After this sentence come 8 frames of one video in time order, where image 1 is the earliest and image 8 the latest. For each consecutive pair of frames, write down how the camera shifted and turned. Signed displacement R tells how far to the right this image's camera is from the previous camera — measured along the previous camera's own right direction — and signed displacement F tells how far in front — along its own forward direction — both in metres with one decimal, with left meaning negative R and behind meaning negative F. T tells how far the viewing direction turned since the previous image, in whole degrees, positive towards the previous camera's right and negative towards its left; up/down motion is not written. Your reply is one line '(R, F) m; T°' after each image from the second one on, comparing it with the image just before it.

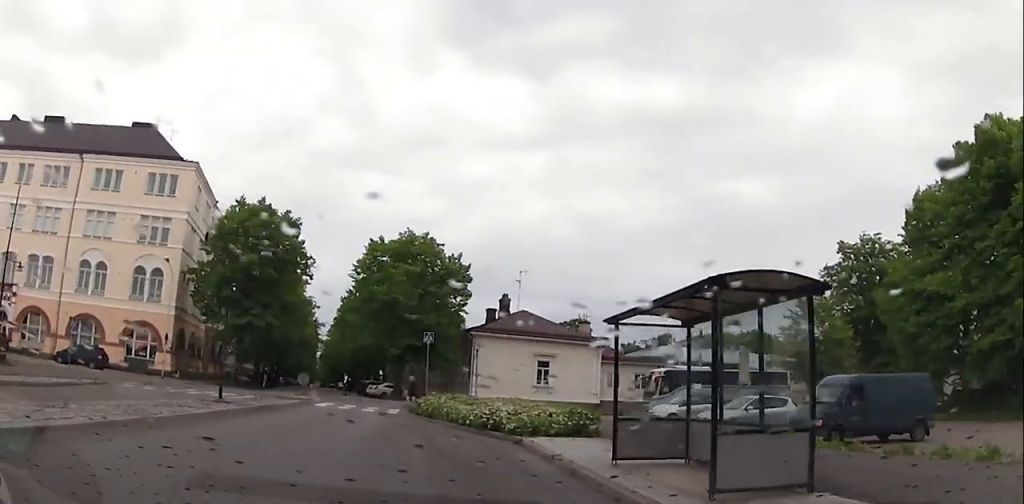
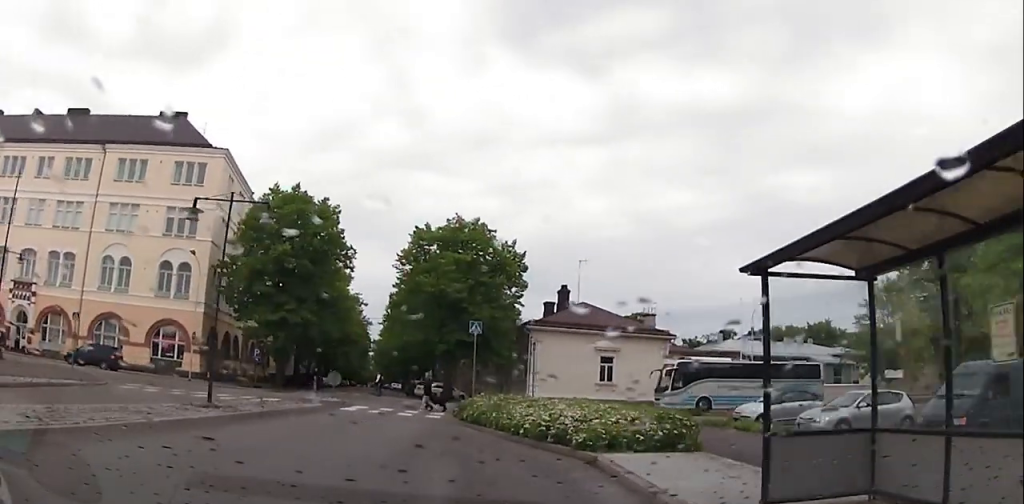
(+0.1, +4.6) m; 0°
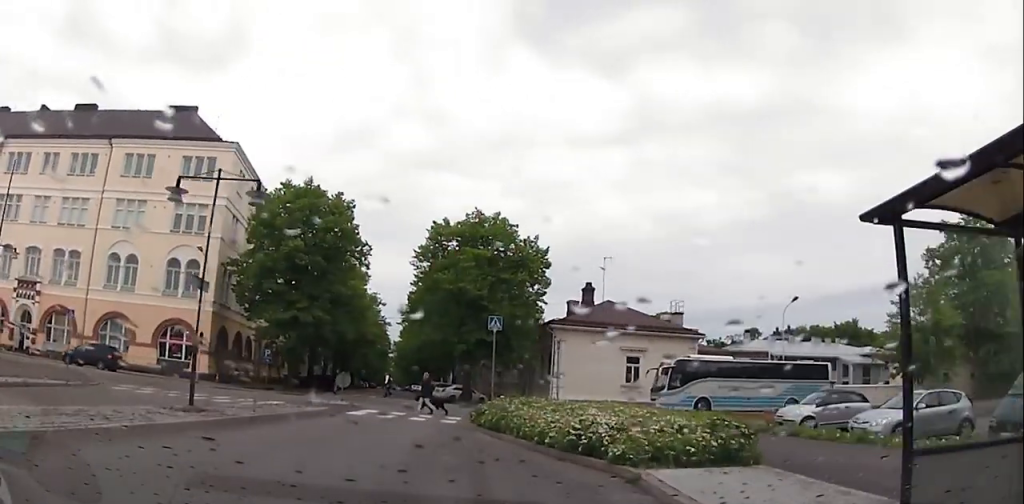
(0.0, +2.3) m; -1°
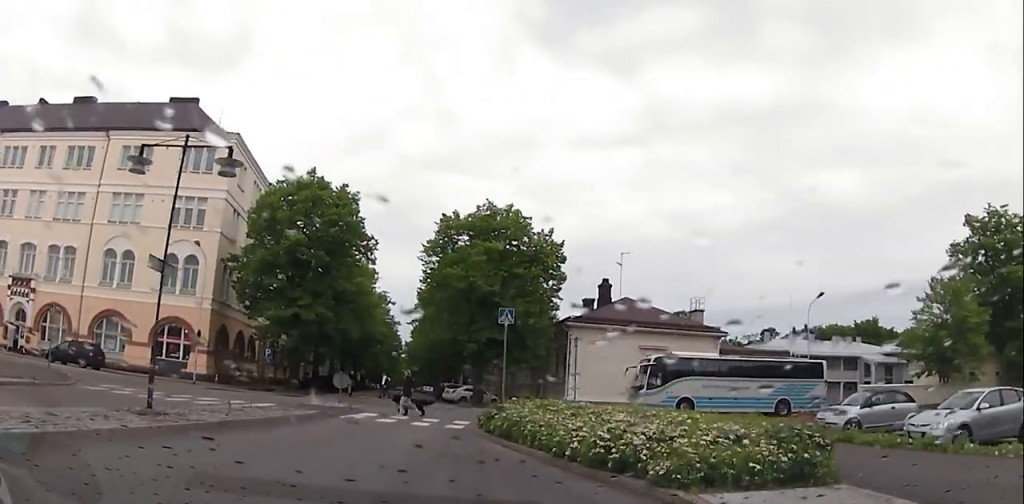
(0.0, +2.5) m; -2°
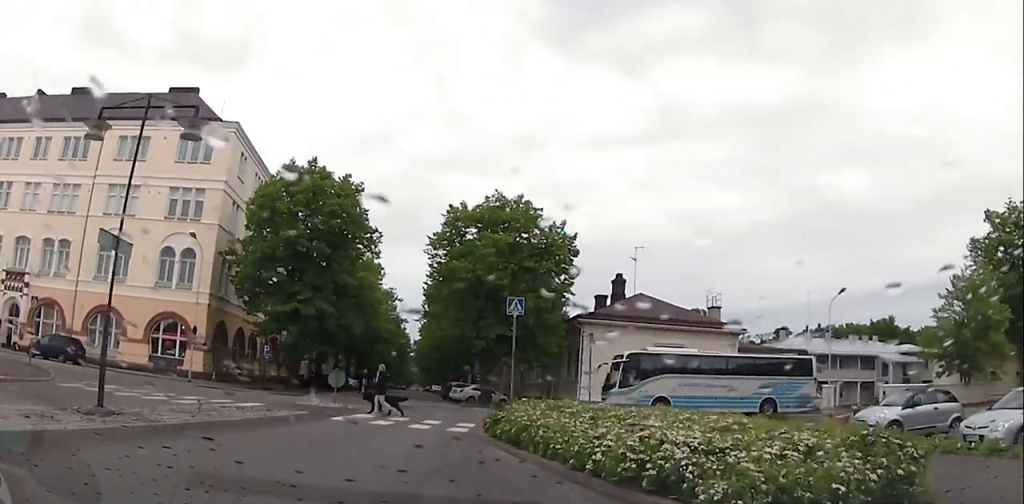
(0.0, +2.3) m; -3°
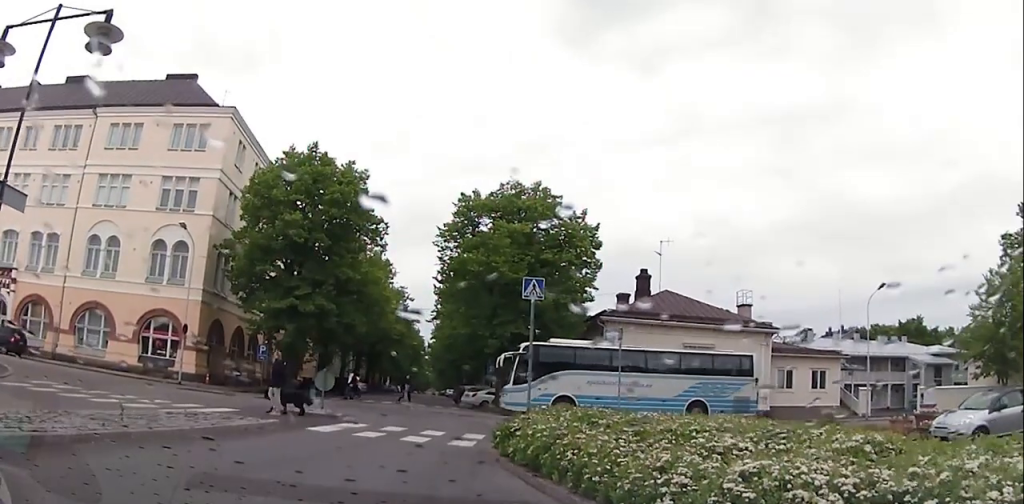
(-0.1, +4.2) m; -1°
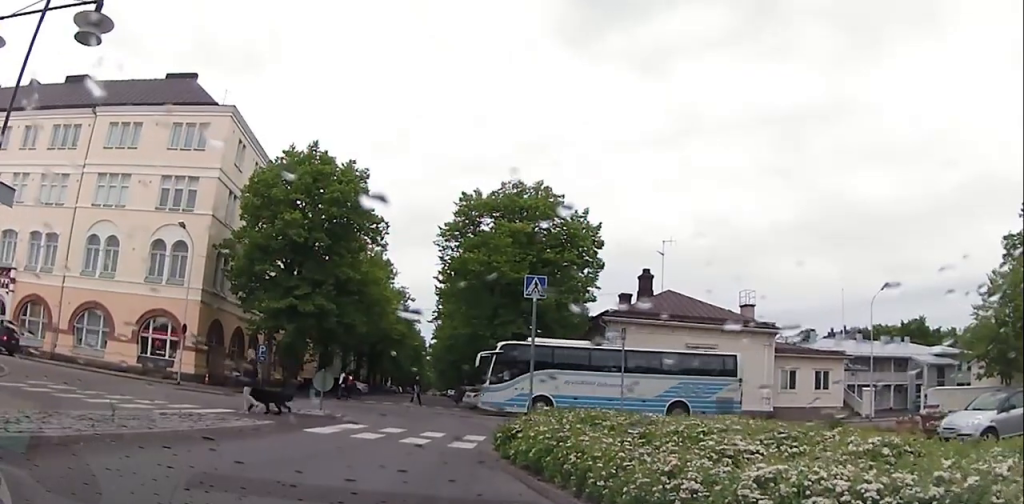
(+0.1, +0.5) m; 0°
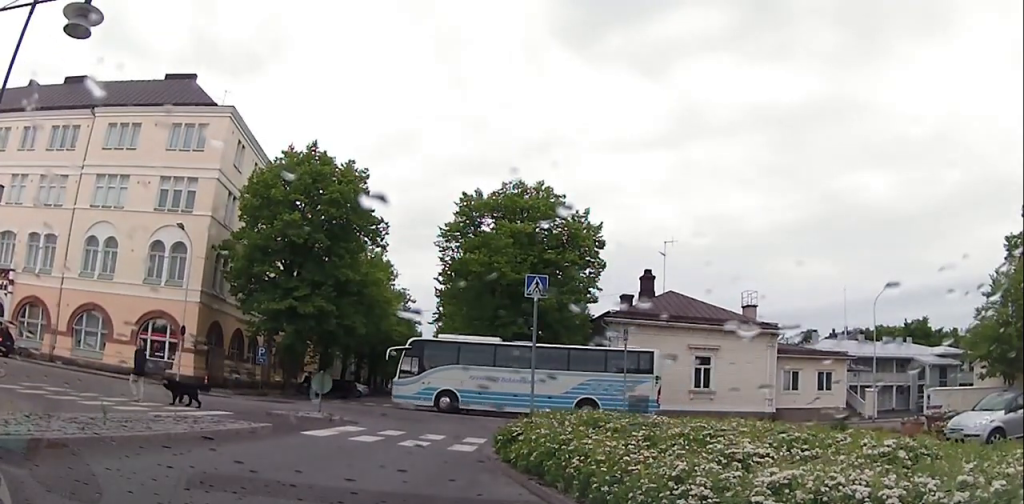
(0.0, 0.0) m; 0°
